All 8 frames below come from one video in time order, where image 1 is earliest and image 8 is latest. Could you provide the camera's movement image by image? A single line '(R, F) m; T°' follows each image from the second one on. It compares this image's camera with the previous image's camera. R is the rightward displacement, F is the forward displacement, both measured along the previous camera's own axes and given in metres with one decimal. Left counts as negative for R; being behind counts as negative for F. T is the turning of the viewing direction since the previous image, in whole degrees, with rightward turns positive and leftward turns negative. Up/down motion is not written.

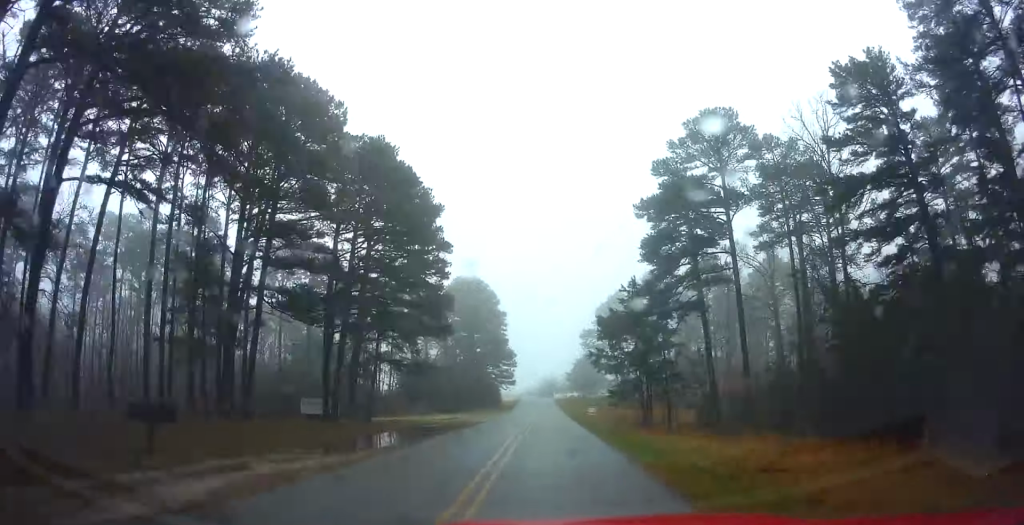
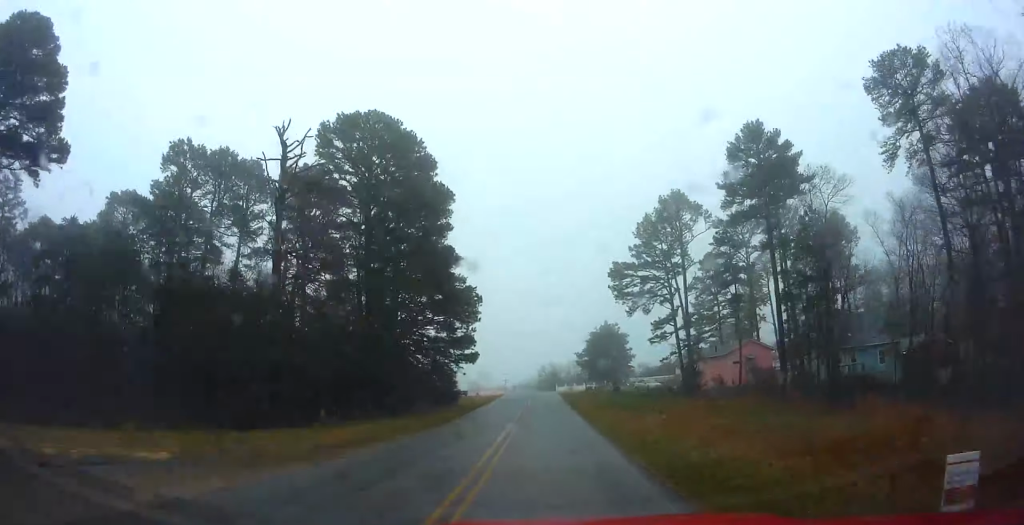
(-2.4, +49.4) m; -4°
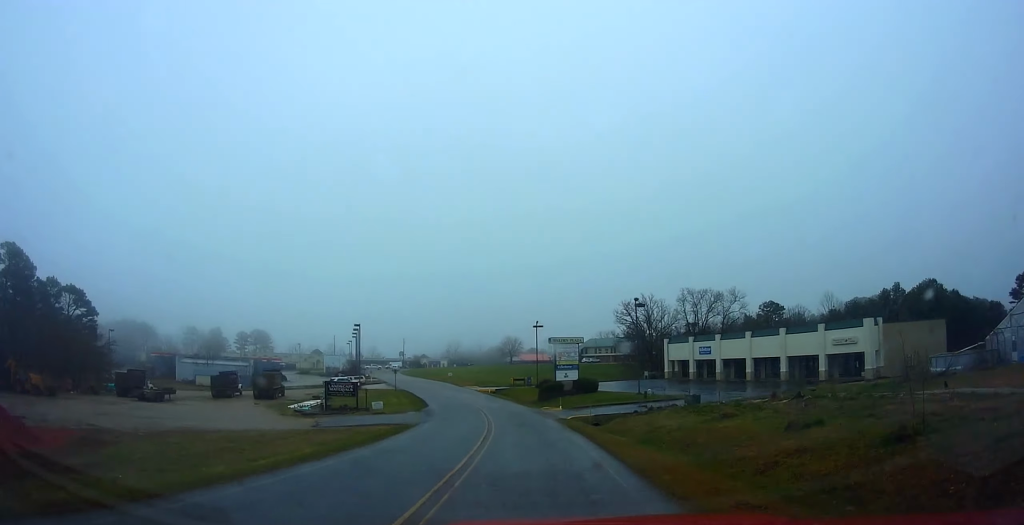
(-5.6, +123.6) m; -8°
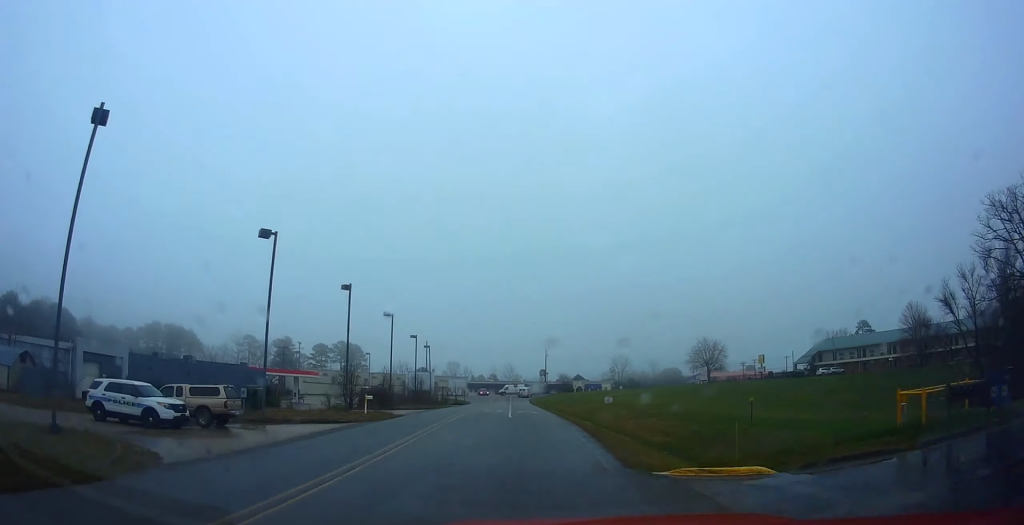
(-7.2, +70.5) m; -13°
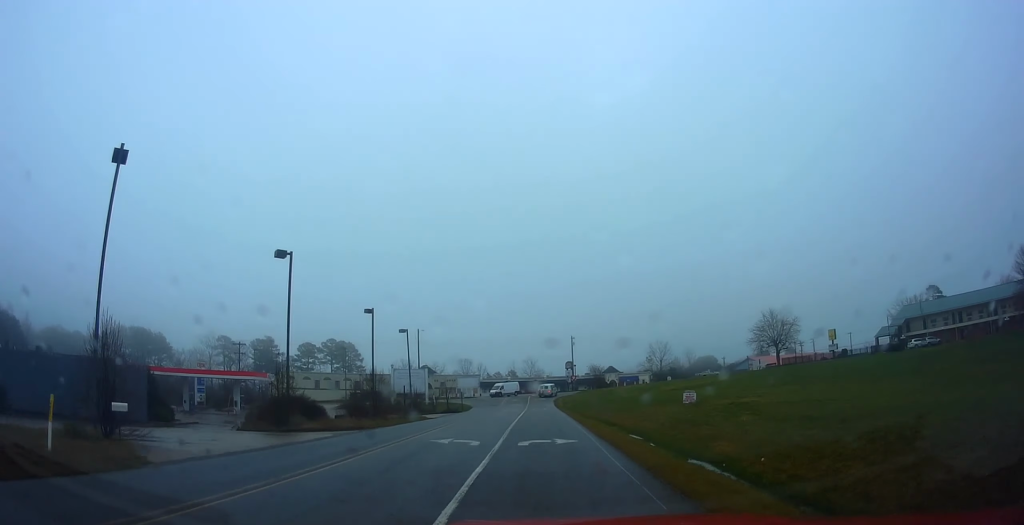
(-1.5, +25.6) m; -3°
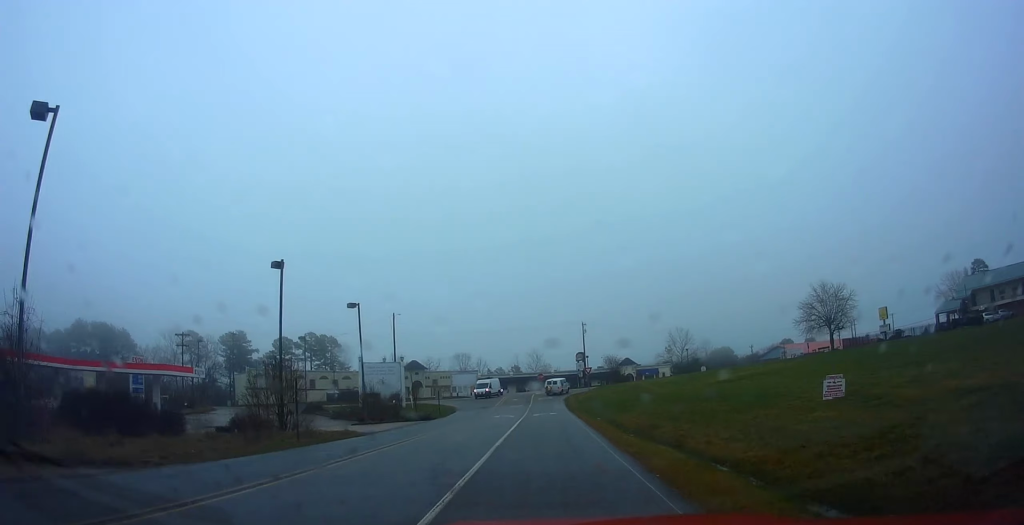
(-0.4, +18.3) m; -2°
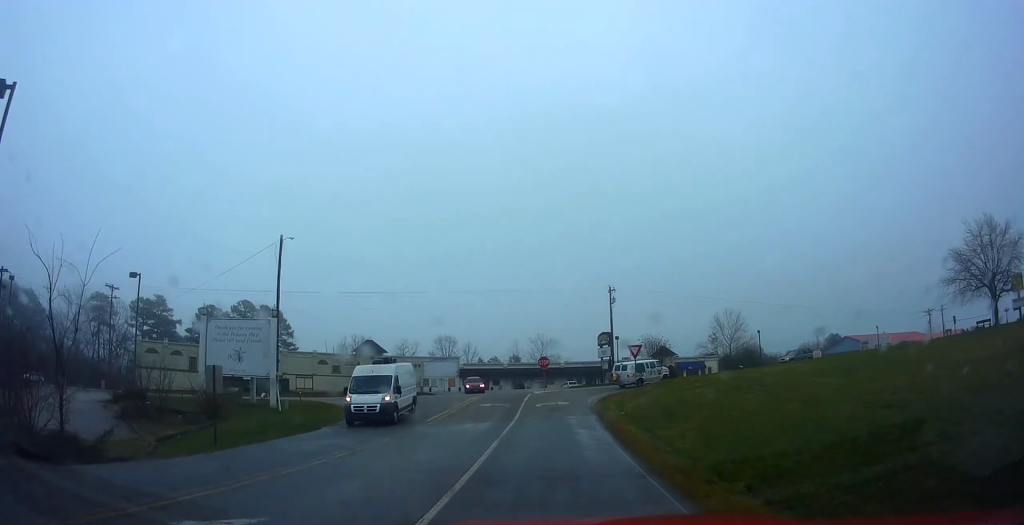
(-0.7, +32.5) m; -1°
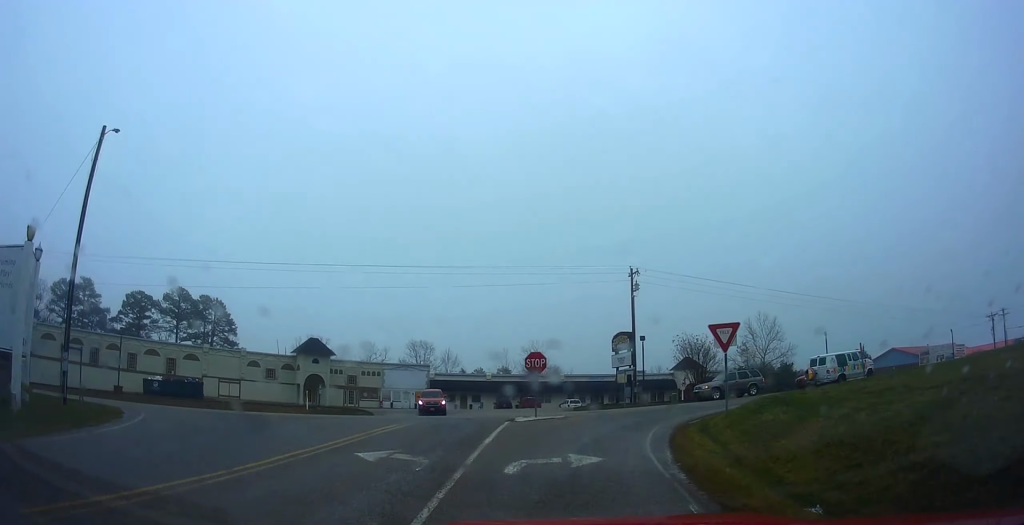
(-0.1, +19.0) m; +1°
